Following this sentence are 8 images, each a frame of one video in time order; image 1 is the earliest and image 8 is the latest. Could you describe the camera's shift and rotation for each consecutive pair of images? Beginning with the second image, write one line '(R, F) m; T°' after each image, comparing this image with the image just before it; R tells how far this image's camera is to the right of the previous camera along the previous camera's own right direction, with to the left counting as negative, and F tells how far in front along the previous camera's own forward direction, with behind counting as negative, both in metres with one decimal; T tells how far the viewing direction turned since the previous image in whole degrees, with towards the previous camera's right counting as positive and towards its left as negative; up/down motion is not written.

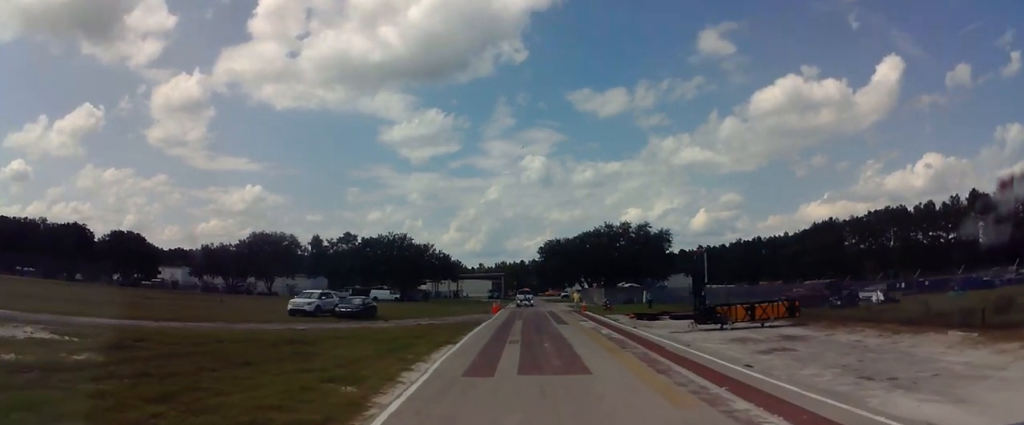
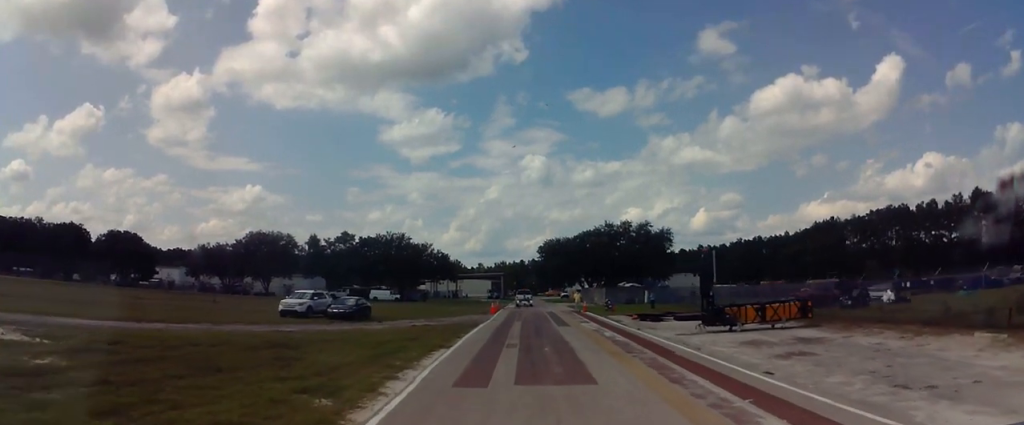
(0.0, +1.7) m; 0°
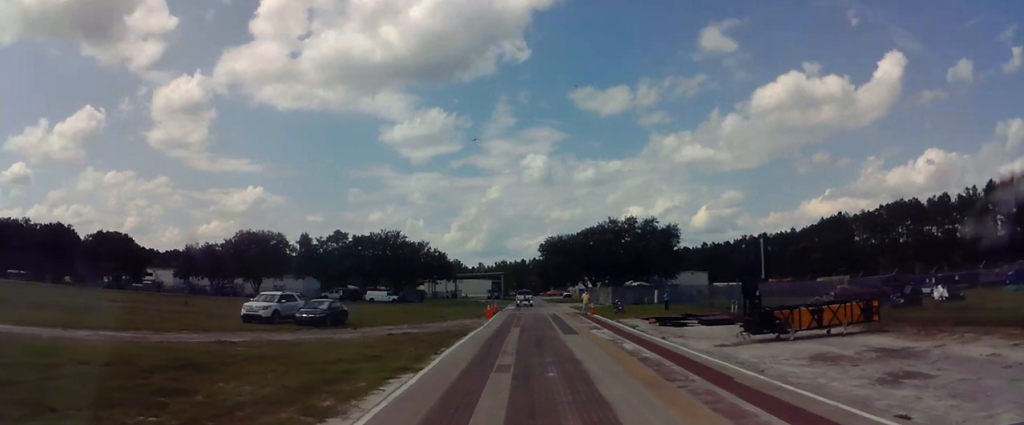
(0.0, +6.5) m; 0°
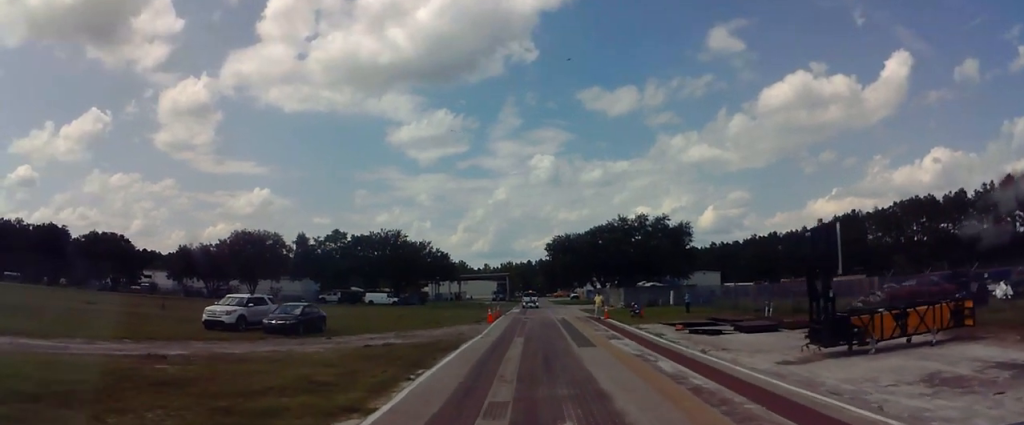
(0.0, +6.1) m; 0°
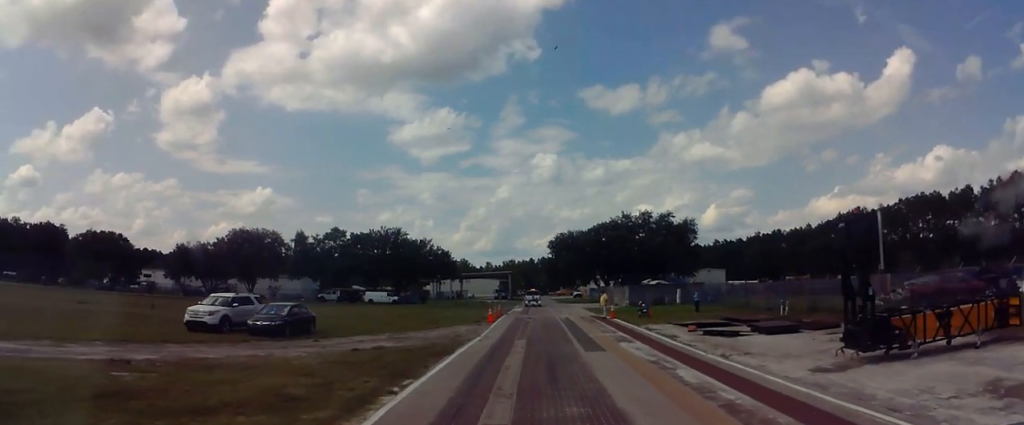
(0.0, +2.6) m; 0°
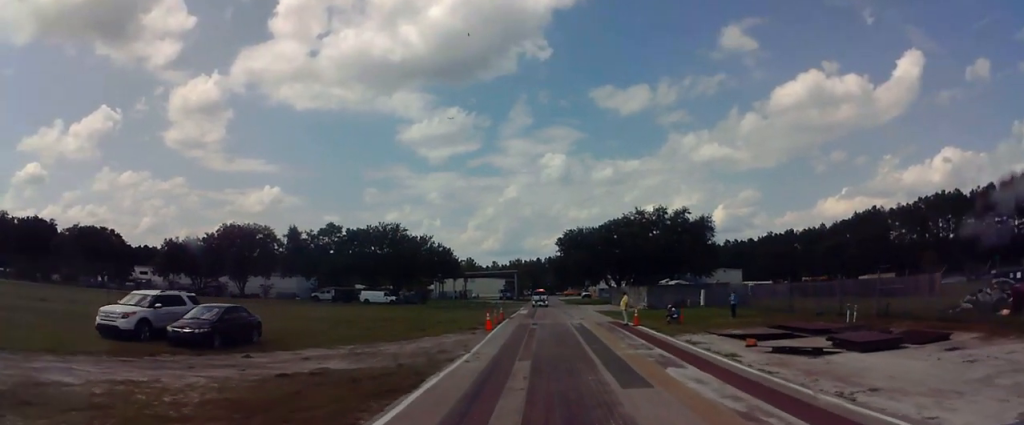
(0.0, +8.0) m; 0°
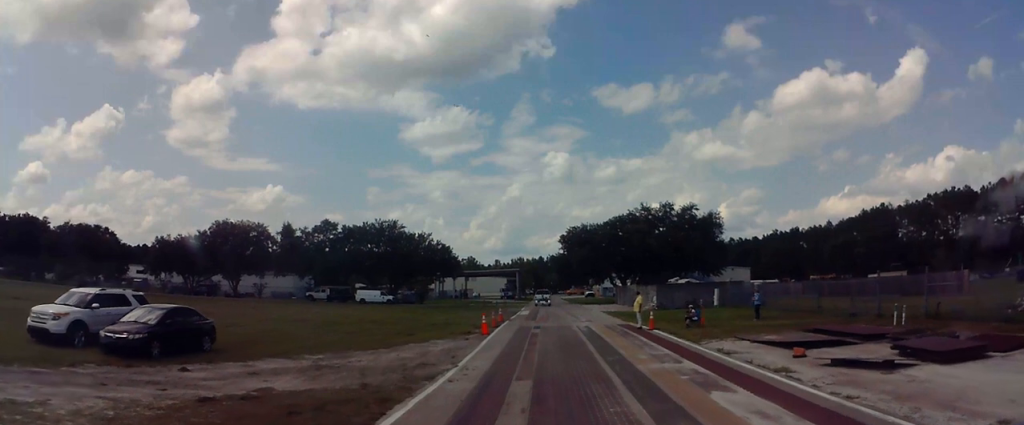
(0.0, +1.8) m; 0°
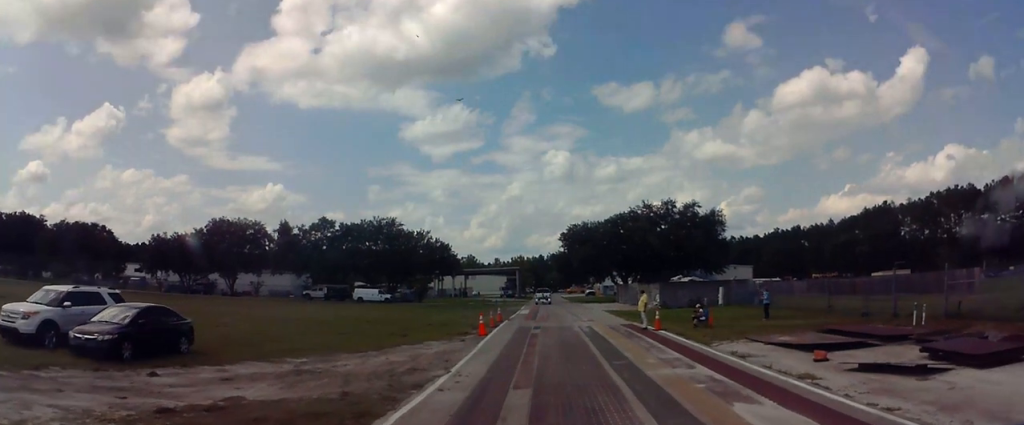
(0.0, +1.5) m; 0°
